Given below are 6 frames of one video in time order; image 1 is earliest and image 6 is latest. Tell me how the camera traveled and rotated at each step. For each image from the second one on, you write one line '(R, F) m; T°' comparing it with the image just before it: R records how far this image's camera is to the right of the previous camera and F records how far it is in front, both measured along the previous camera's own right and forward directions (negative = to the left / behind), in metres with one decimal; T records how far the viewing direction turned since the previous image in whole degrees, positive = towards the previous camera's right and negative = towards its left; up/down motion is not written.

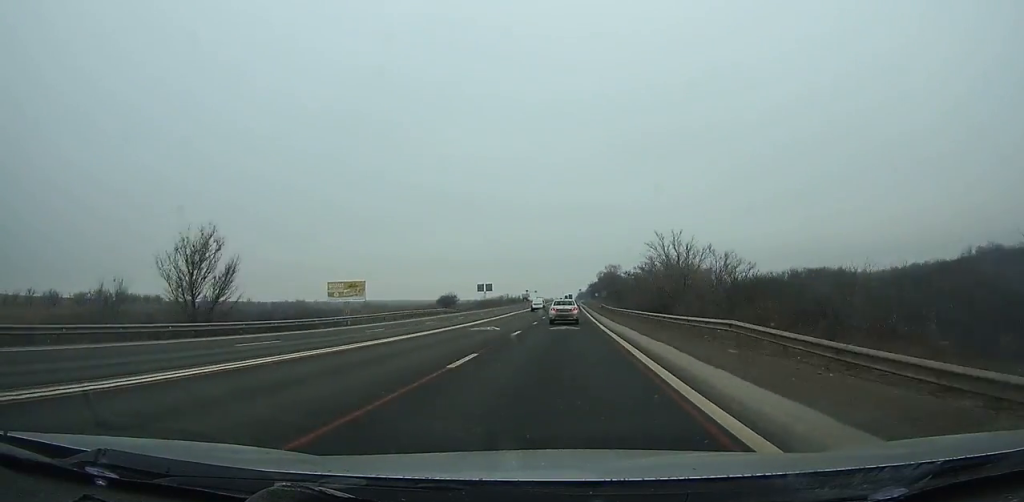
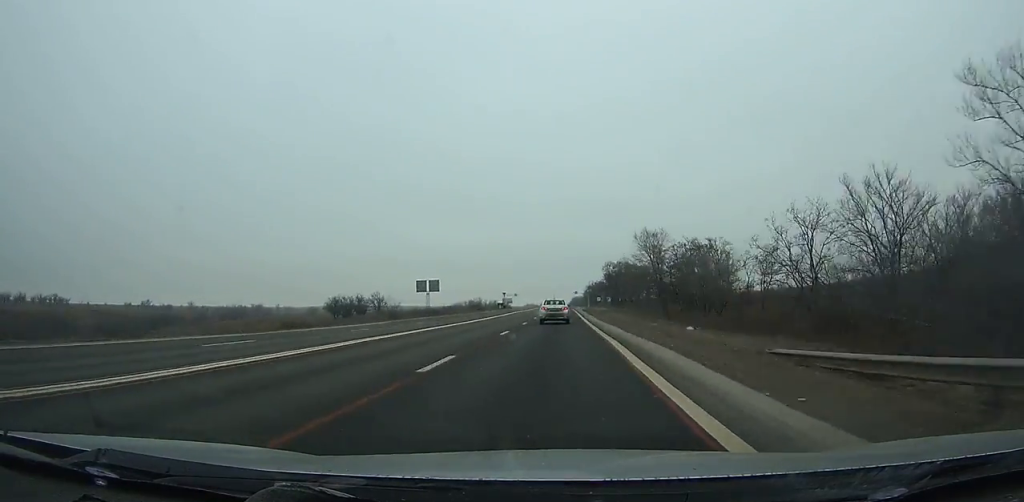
(+0.4, +86.3) m; +1°
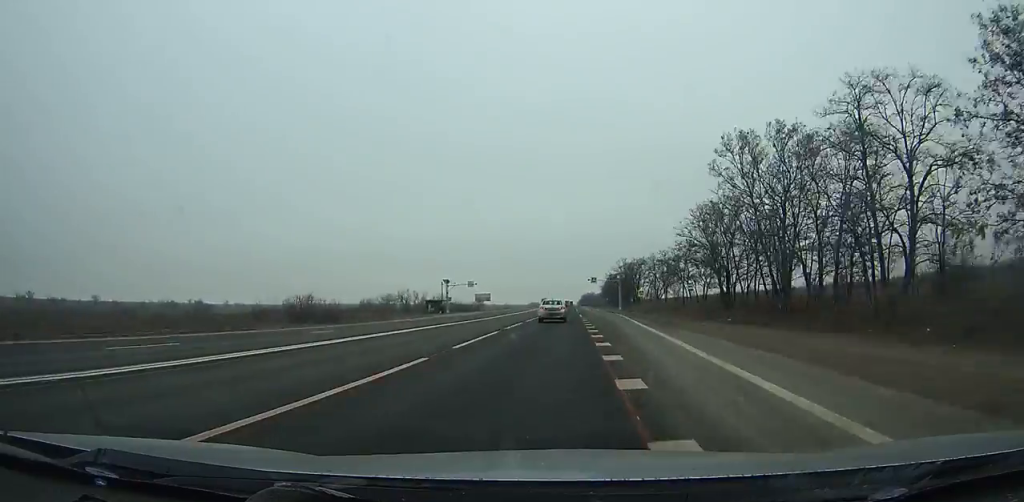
(0.0, +124.8) m; 0°
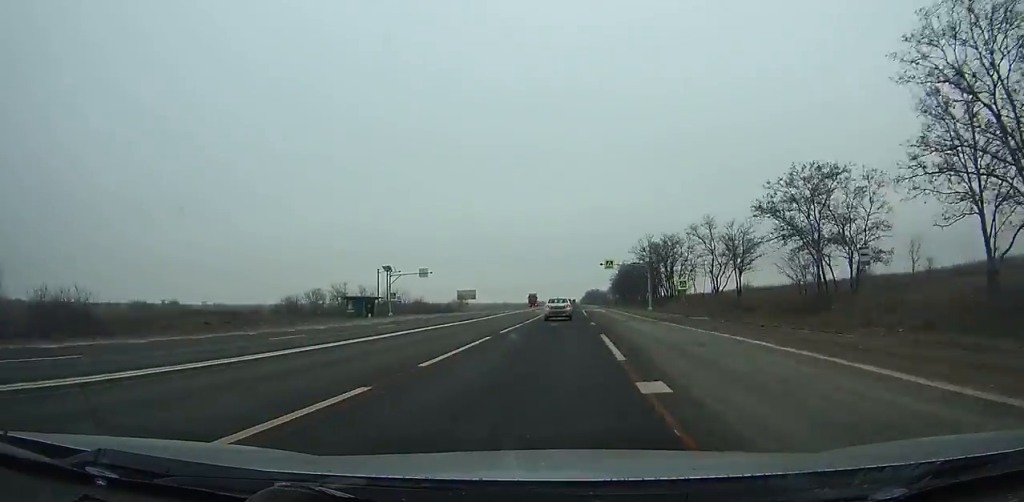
(-0.1, +40.6) m; 0°
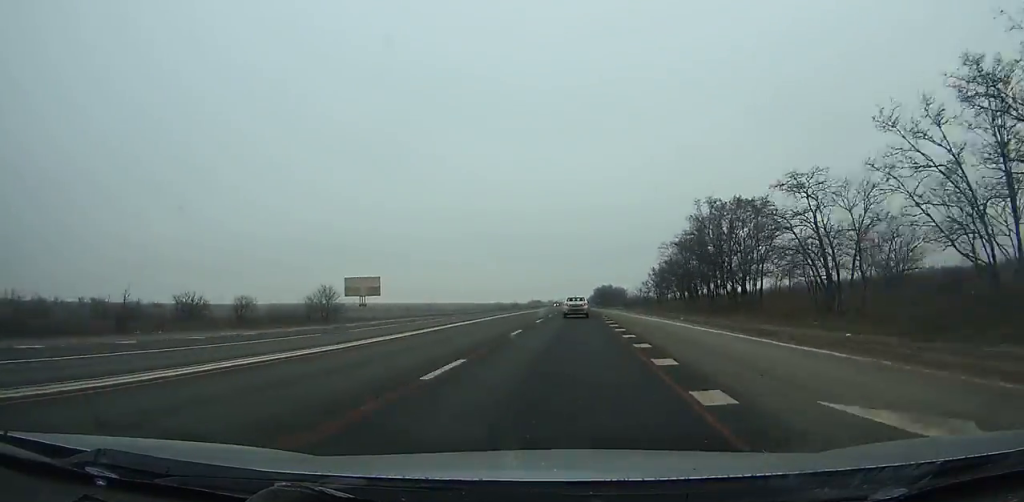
(-0.6, +98.4) m; 0°
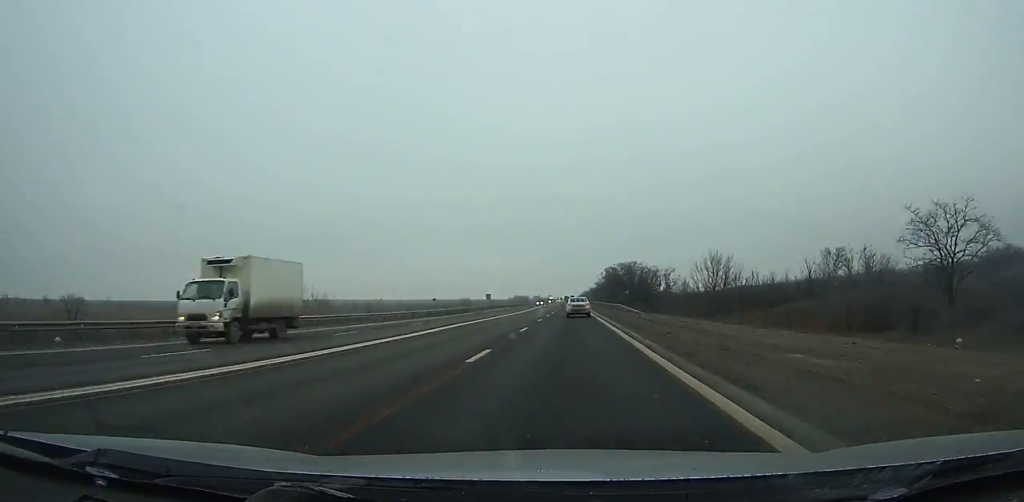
(+0.2, +140.8) m; 0°
